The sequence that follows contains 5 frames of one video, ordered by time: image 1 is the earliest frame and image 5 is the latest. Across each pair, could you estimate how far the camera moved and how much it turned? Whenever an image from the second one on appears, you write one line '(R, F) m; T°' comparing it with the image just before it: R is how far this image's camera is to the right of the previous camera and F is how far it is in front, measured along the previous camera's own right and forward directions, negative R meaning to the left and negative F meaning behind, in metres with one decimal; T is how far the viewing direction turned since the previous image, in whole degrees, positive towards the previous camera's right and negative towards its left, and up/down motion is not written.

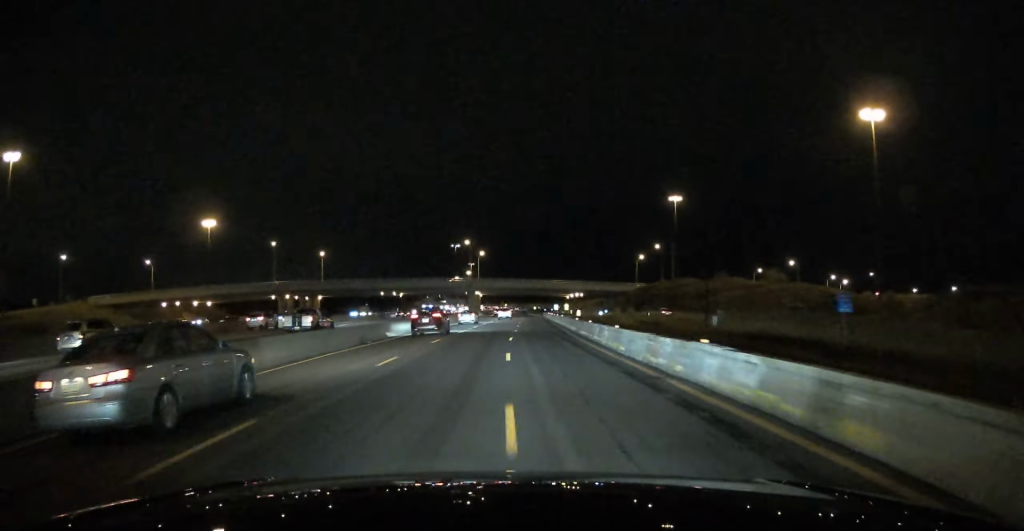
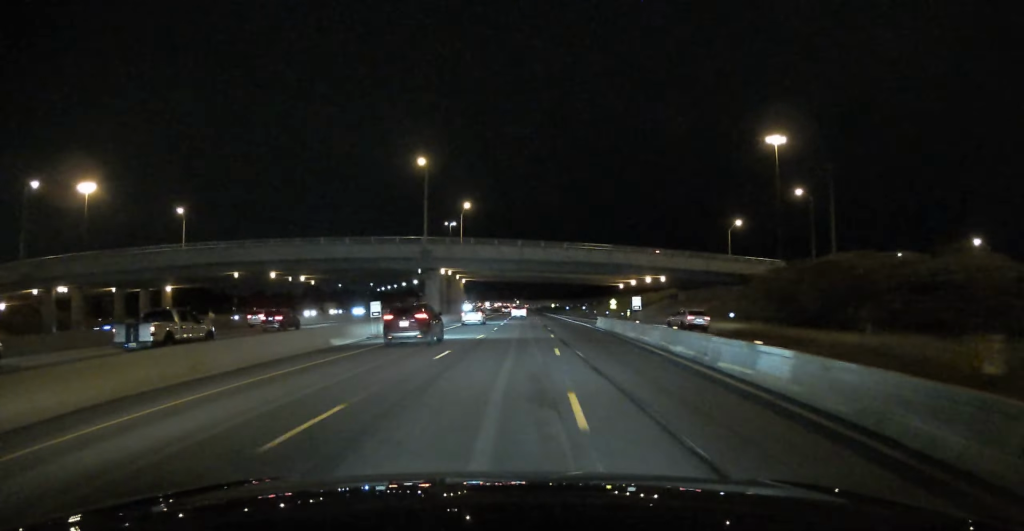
(+0.3, +79.4) m; 0°
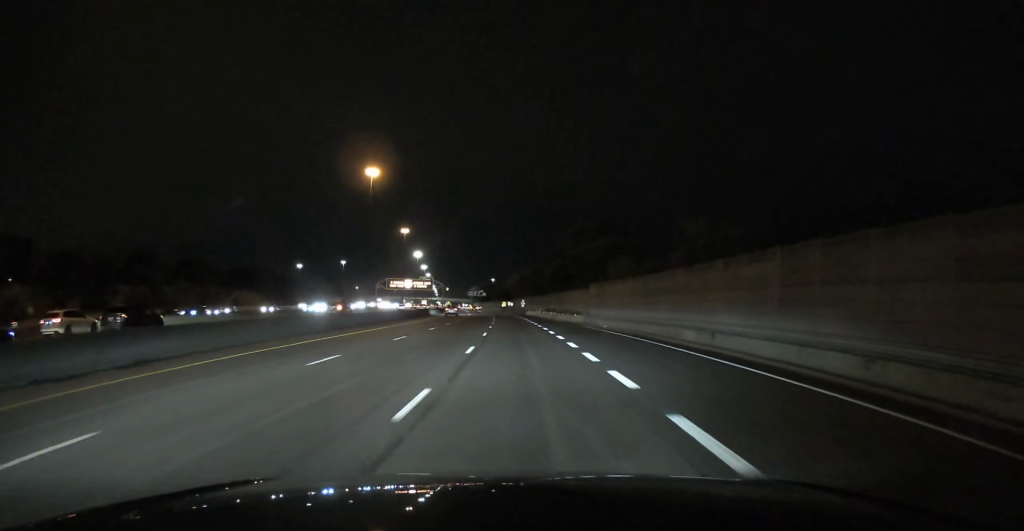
(-47.9, +682.9) m; -13°
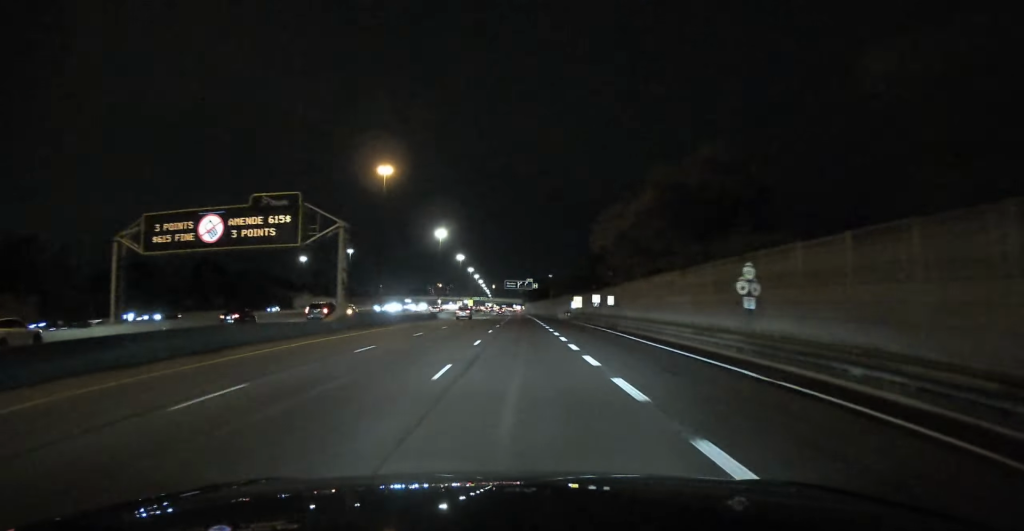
(-5.4, +140.3) m; -3°
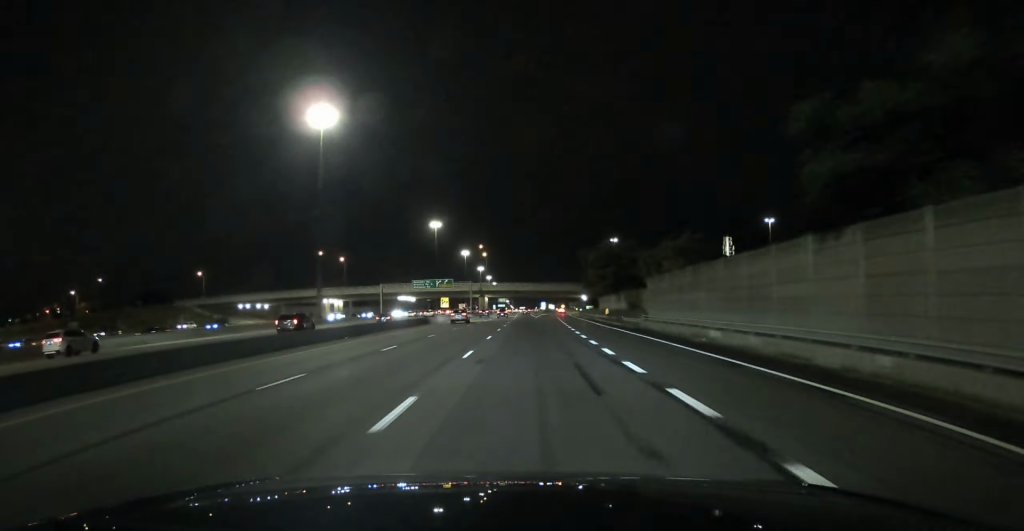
(-11.7, +354.6) m; -2°
